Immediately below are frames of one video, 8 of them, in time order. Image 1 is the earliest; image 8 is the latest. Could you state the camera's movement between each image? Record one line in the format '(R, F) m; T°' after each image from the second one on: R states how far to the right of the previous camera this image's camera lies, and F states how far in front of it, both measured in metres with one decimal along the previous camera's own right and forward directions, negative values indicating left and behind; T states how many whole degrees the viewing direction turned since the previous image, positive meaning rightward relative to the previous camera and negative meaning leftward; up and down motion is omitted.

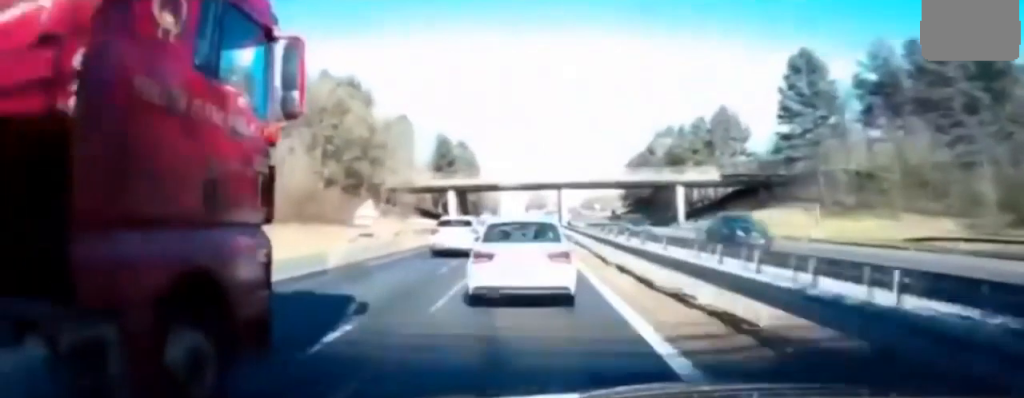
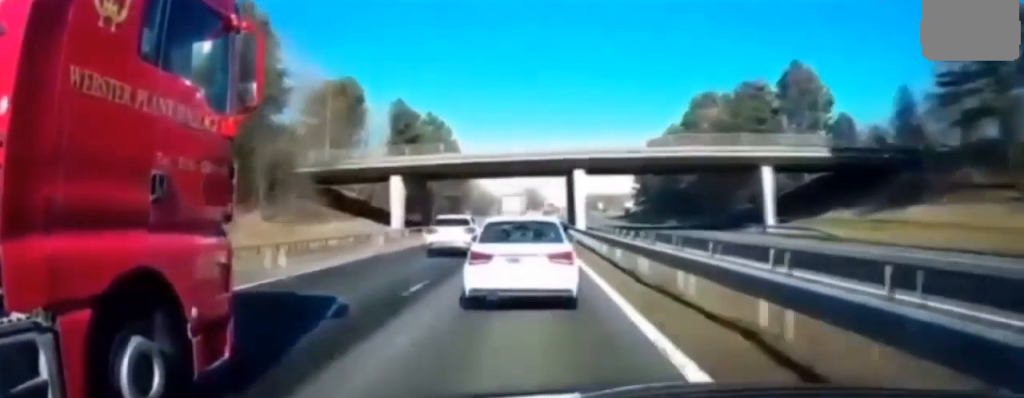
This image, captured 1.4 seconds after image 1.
(0.0, +29.4) m; +1°
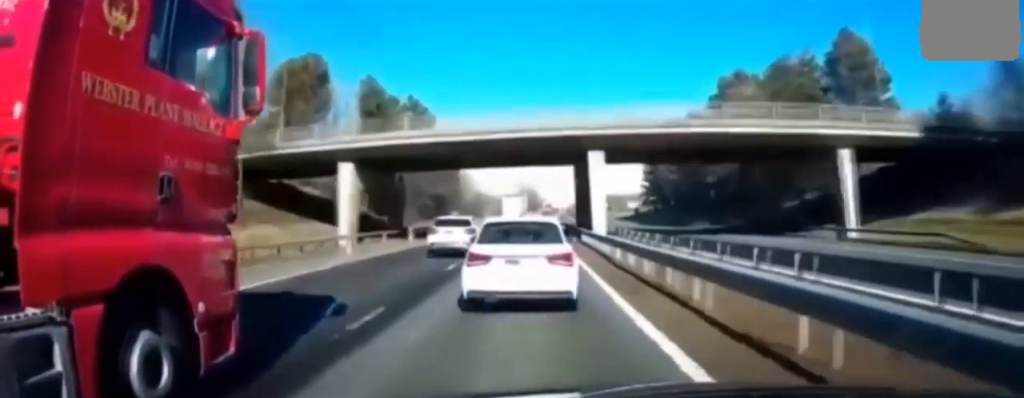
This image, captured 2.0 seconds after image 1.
(+0.3, +13.0) m; 0°
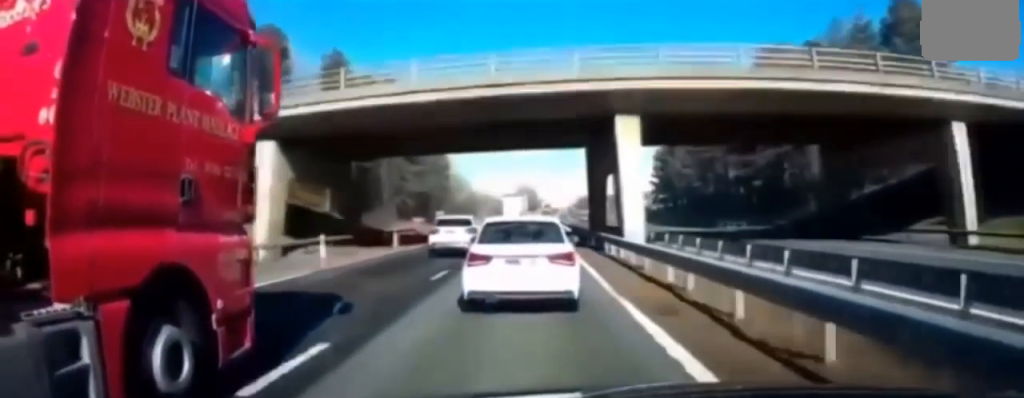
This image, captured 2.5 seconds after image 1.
(0.0, +11.3) m; 0°
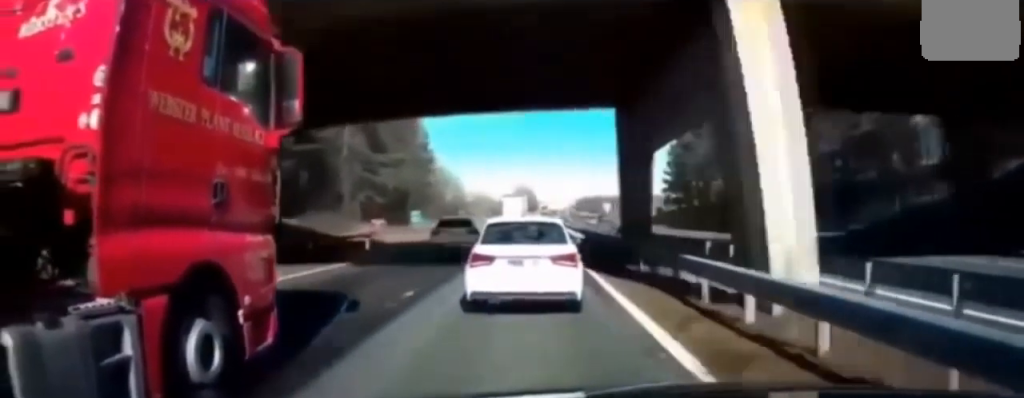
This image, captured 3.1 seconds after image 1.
(-0.4, +13.9) m; 0°
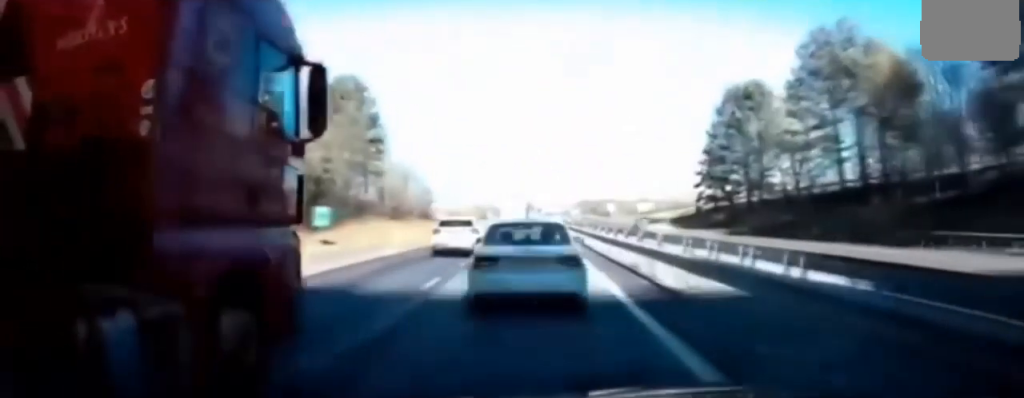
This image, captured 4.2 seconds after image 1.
(+0.5, +24.1) m; +2°
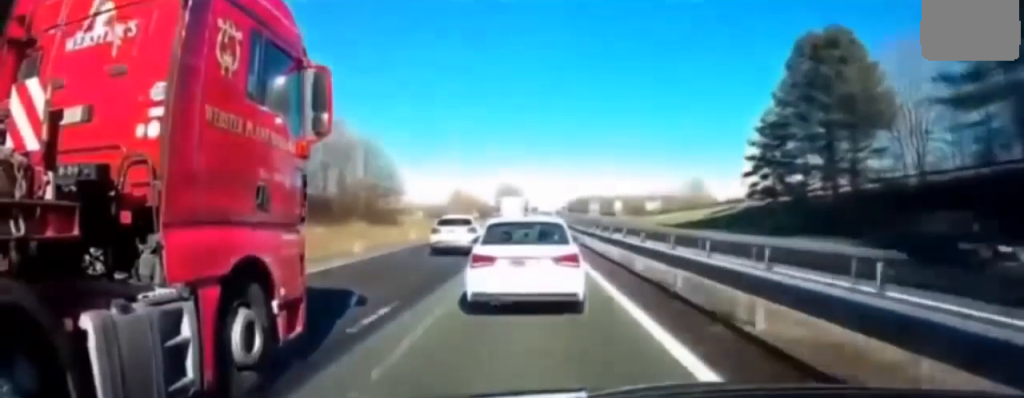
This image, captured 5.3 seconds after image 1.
(+0.1, +22.1) m; +1°
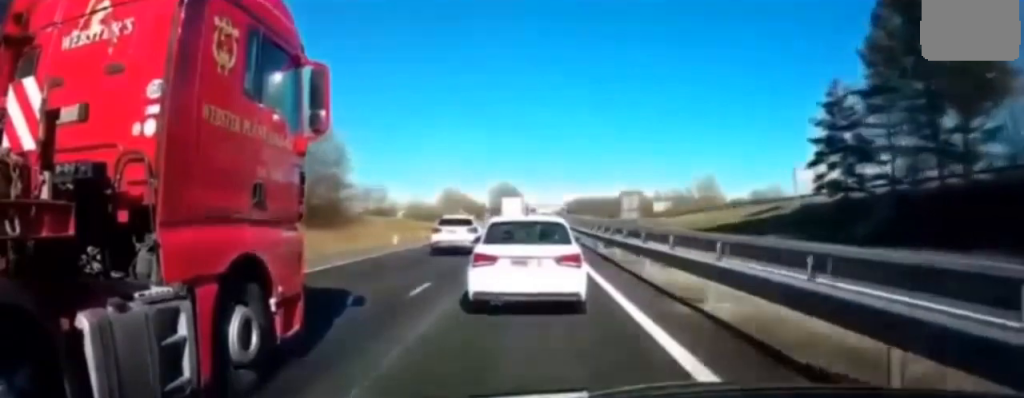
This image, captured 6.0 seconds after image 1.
(+0.2, +14.4) m; 0°
